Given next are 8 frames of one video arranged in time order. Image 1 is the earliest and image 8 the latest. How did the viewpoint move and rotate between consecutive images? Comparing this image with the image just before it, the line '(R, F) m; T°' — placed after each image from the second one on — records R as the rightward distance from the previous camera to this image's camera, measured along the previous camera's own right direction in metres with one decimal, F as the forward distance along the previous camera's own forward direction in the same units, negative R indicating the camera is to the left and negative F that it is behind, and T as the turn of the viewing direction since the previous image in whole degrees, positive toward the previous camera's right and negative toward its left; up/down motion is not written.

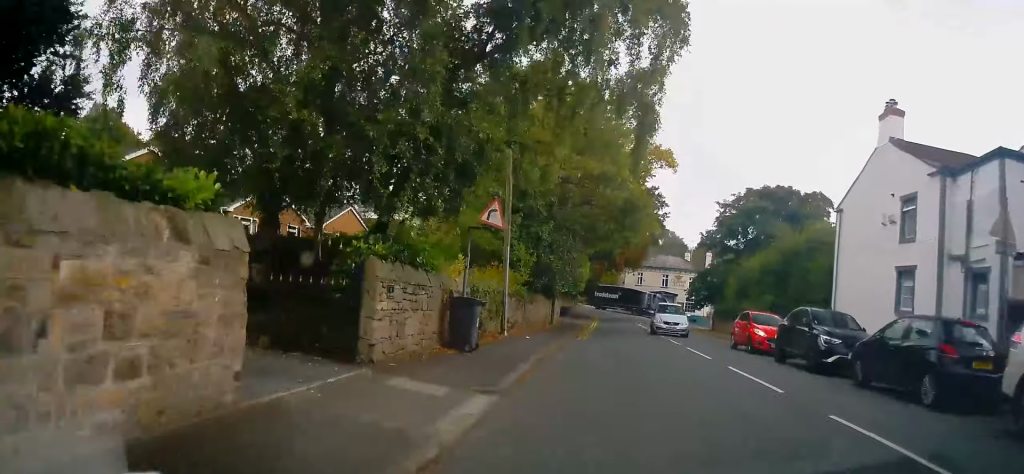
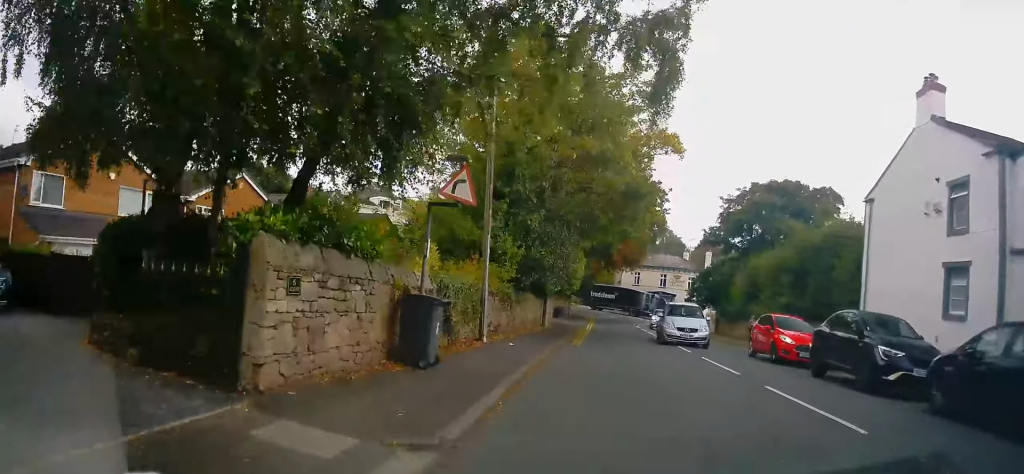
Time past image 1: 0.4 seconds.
(+0.4, +3.1) m; +1°
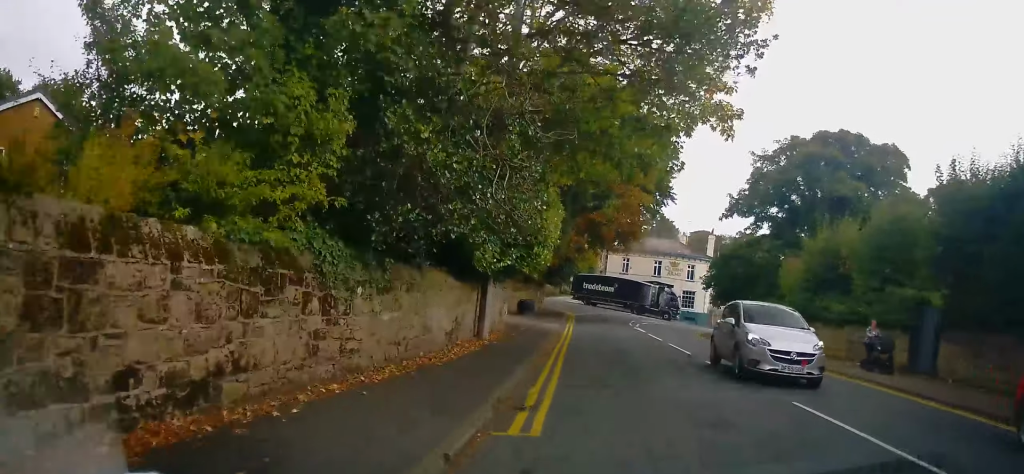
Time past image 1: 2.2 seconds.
(-0.1, +14.3) m; -1°
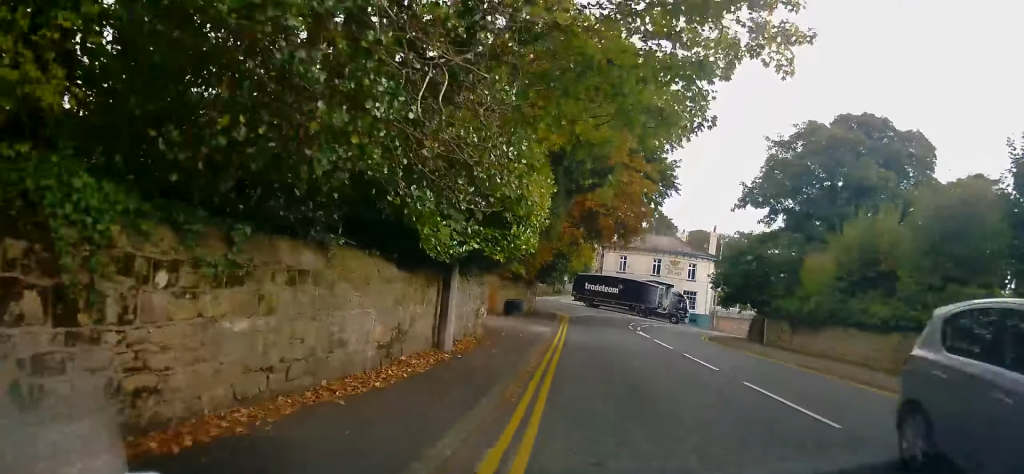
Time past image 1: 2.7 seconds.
(0.0, +3.9) m; +2°
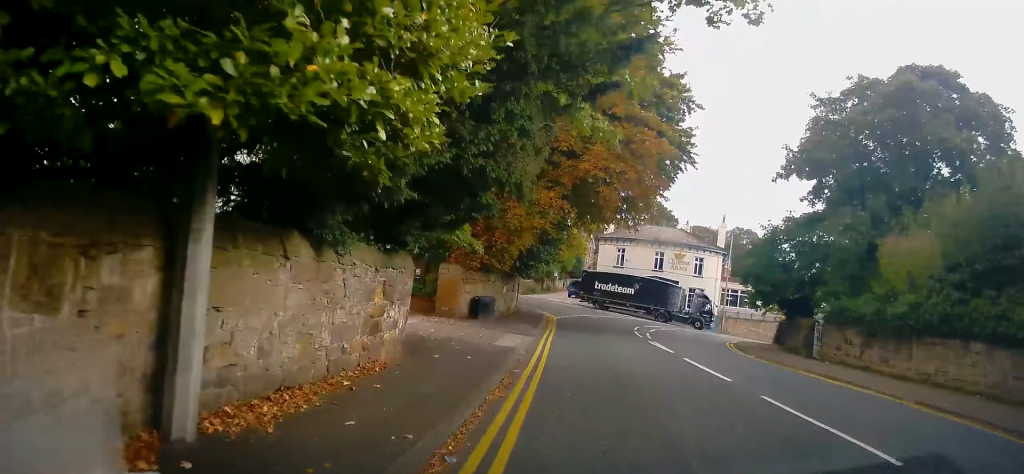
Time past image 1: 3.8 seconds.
(+0.3, +7.5) m; 0°
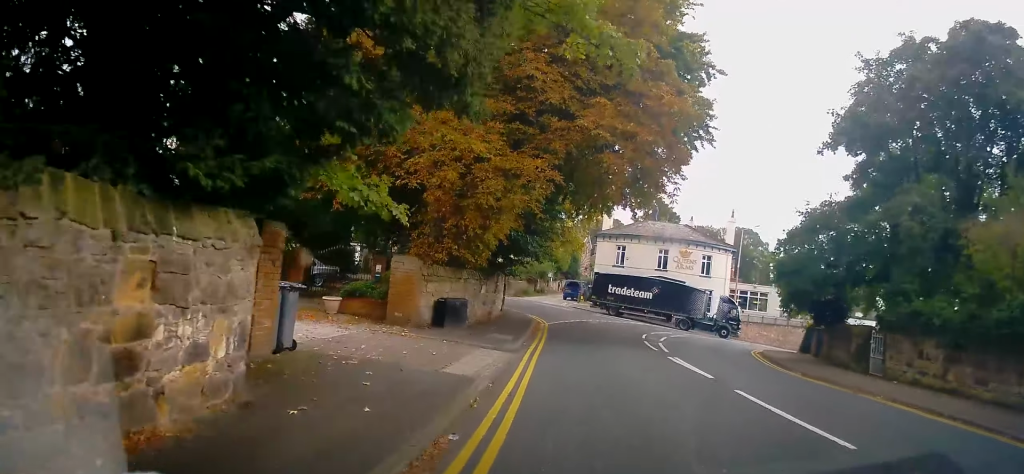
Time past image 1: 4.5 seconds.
(-0.2, +5.0) m; 0°
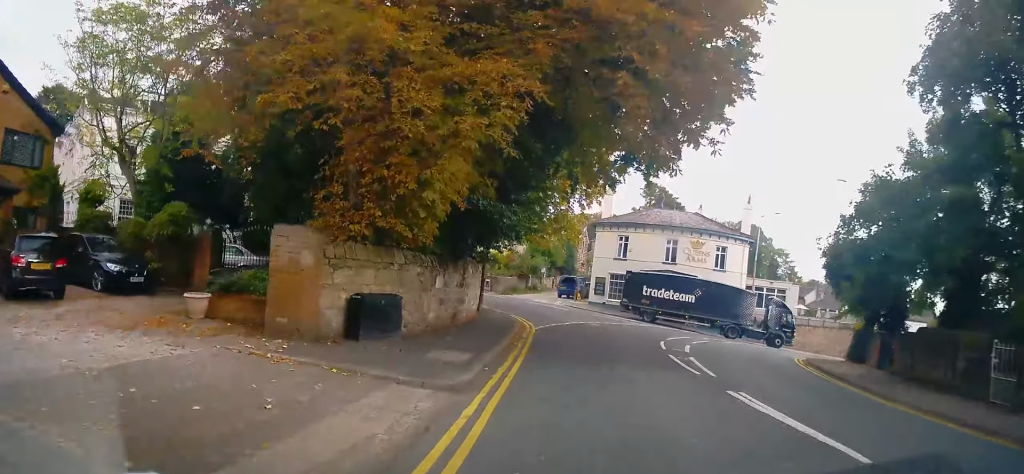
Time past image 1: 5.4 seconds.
(0.0, +6.4) m; +2°
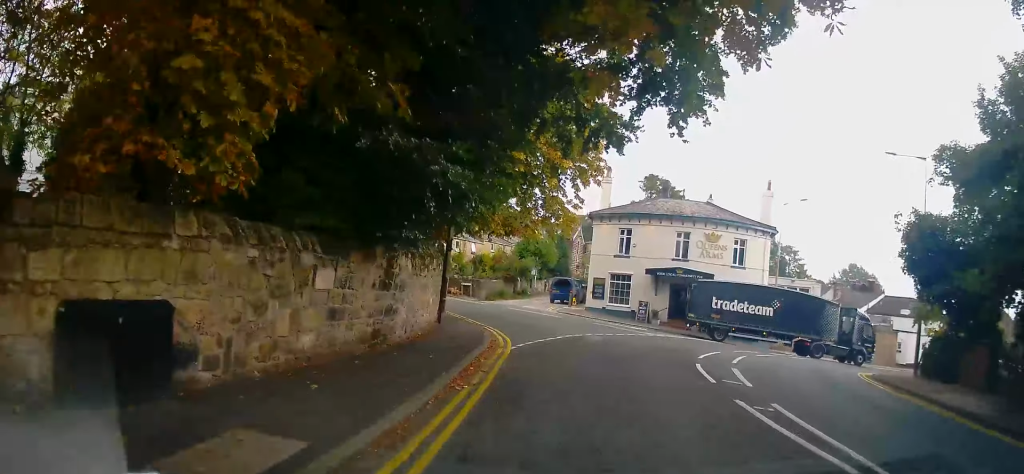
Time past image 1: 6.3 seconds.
(+0.3, +6.7) m; +2°
